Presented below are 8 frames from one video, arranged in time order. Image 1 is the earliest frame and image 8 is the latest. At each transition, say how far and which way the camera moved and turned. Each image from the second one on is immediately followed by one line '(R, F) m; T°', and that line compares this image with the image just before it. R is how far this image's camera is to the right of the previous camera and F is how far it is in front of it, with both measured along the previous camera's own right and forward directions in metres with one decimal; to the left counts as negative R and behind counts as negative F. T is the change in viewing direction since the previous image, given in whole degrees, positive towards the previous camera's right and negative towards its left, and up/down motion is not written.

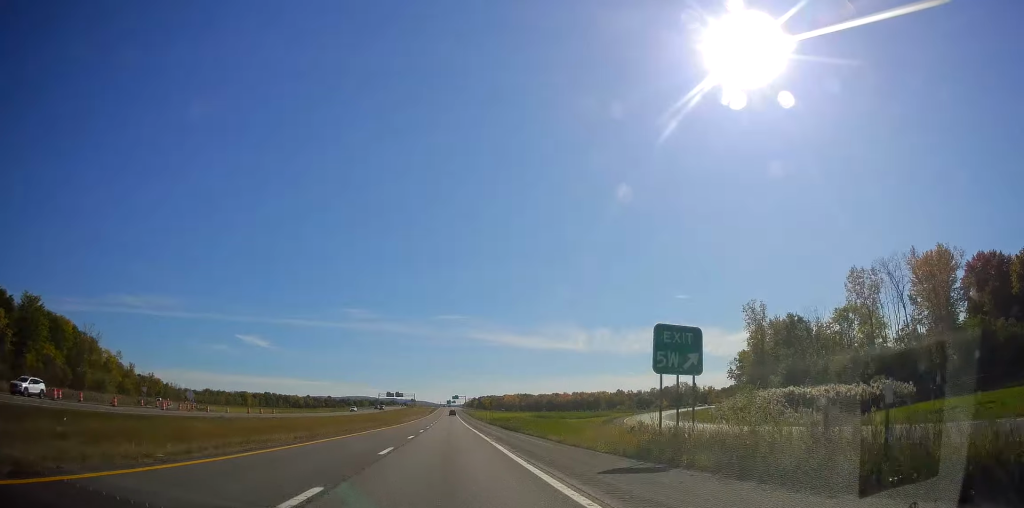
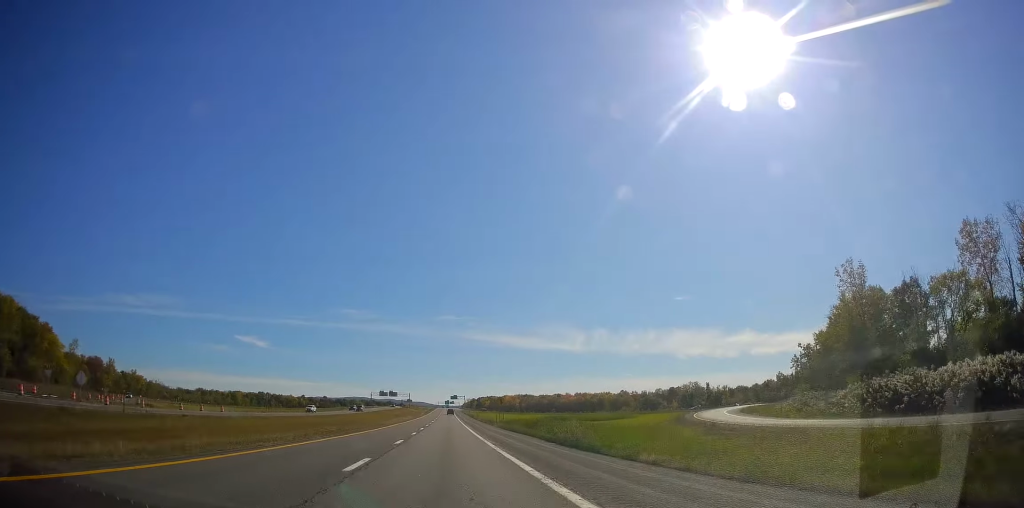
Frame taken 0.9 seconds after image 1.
(+0.1, +27.6) m; 0°
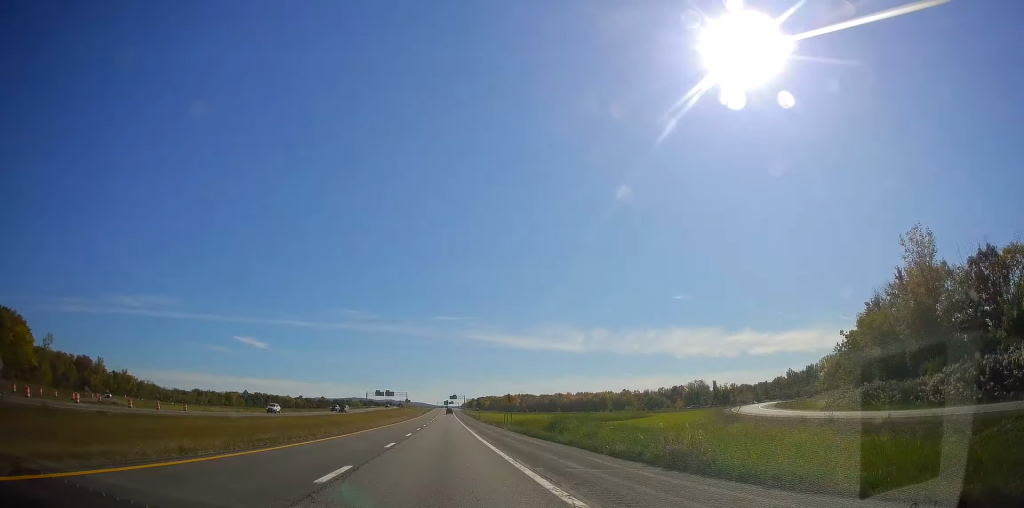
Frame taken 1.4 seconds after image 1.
(-0.2, +13.7) m; 0°
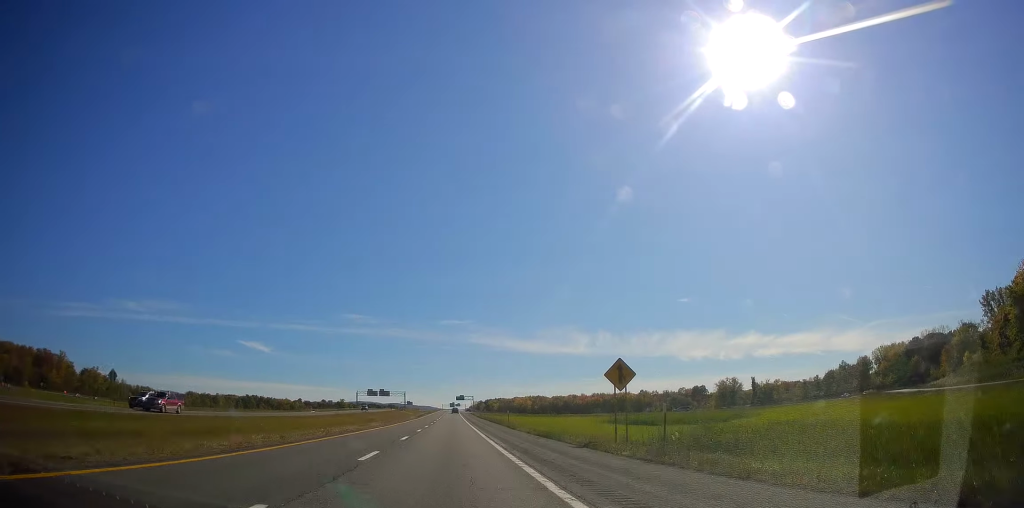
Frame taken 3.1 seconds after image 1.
(+0.5, +50.7) m; +1°
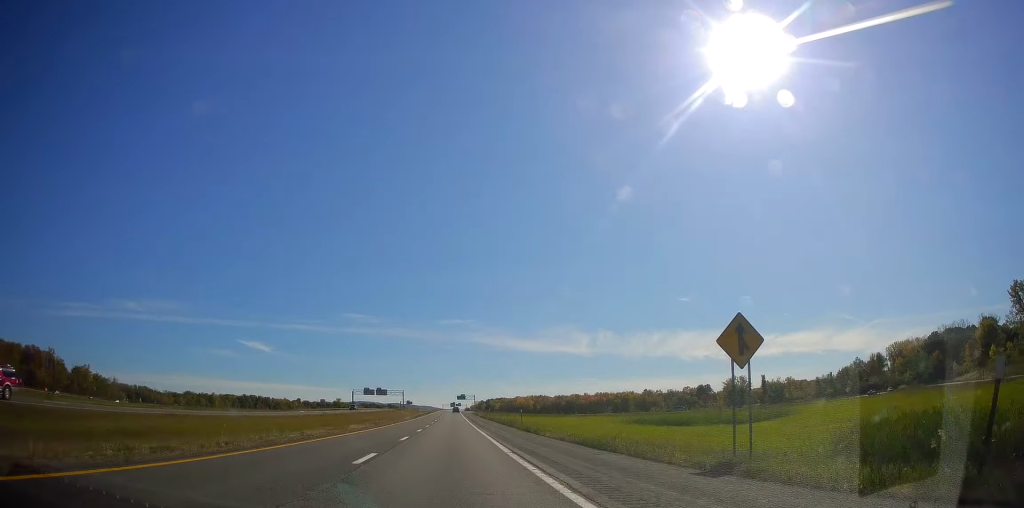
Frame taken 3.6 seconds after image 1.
(-0.1, +12.7) m; 0°
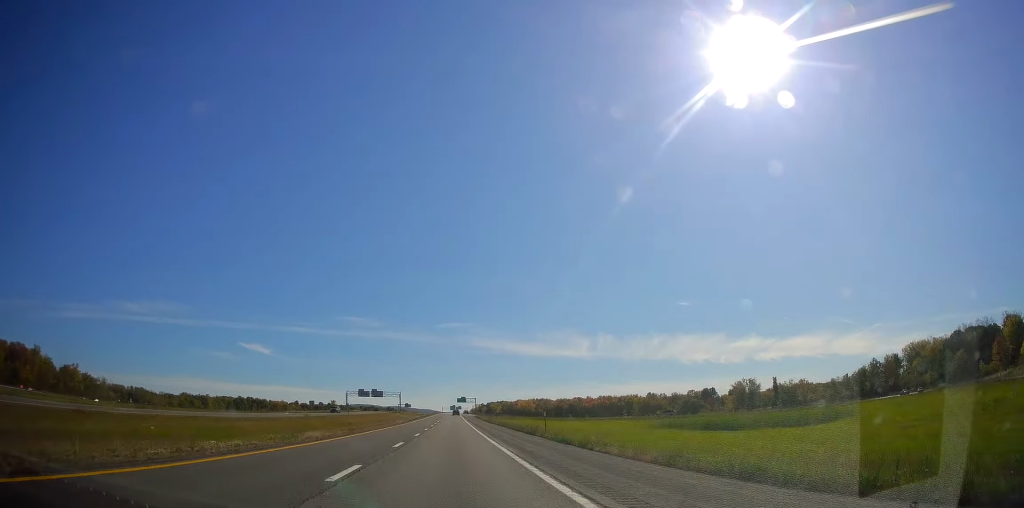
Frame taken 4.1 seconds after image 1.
(+0.2, +14.6) m; 0°
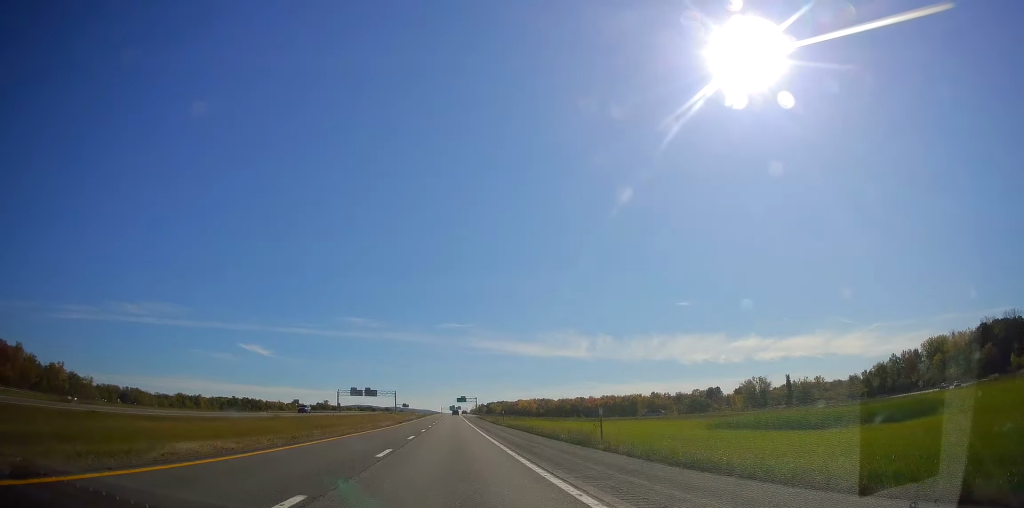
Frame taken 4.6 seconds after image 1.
(+0.3, +16.6) m; 0°
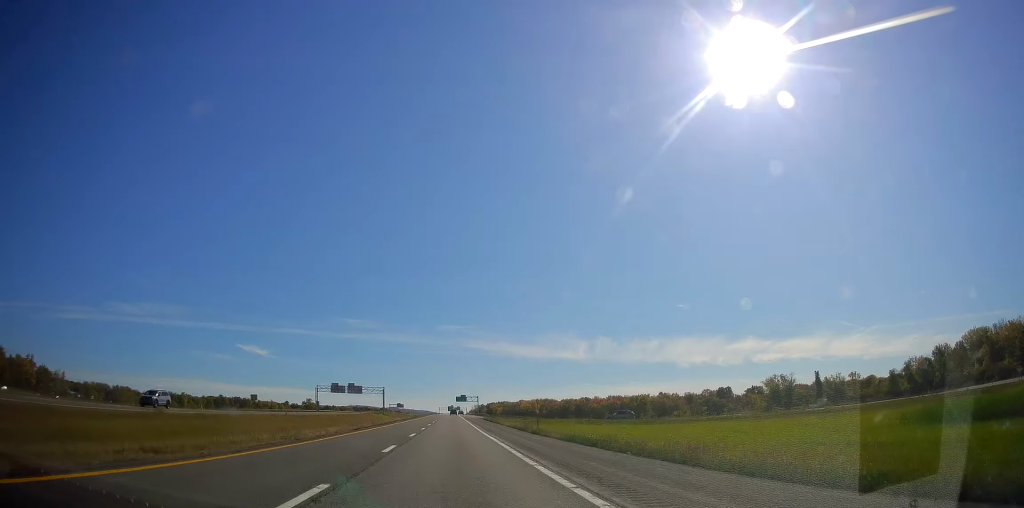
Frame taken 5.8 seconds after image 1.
(-0.8, +33.2) m; -1°
